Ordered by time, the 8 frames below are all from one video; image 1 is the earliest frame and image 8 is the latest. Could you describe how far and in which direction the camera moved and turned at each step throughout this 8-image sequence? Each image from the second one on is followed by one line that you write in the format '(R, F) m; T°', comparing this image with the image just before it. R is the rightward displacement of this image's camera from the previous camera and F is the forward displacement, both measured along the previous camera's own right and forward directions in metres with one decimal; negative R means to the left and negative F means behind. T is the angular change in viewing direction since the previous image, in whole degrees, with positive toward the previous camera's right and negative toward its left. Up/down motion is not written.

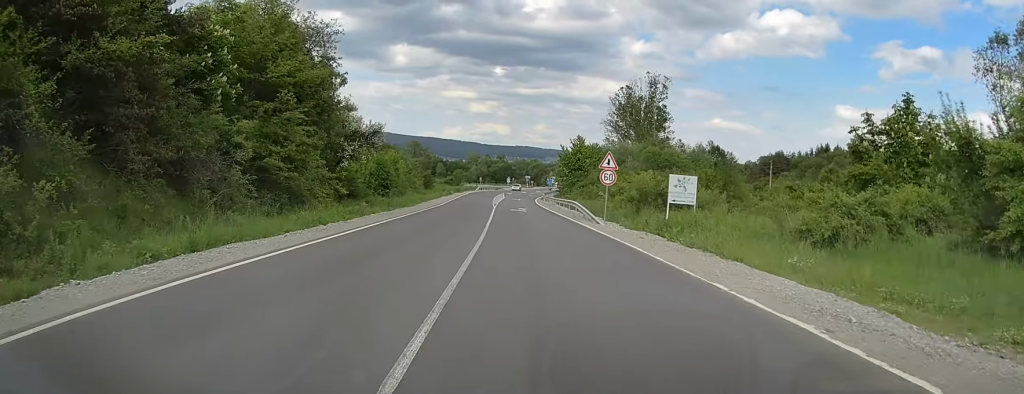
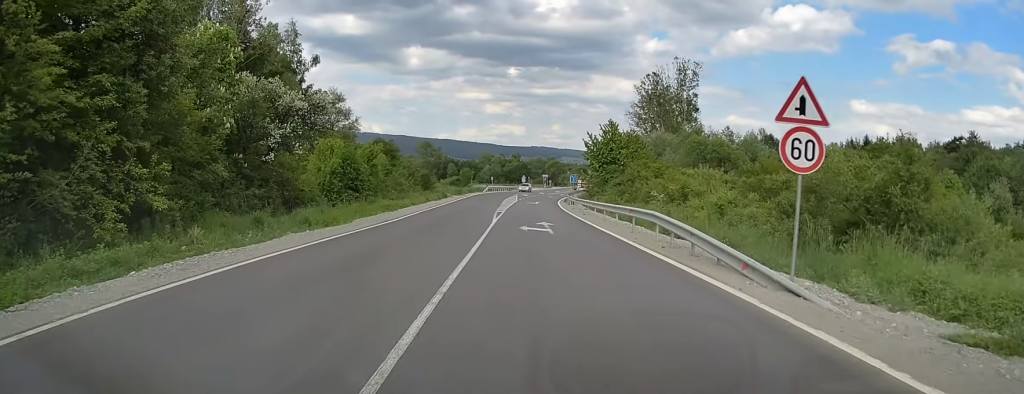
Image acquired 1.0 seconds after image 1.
(-0.8, +20.4) m; -2°
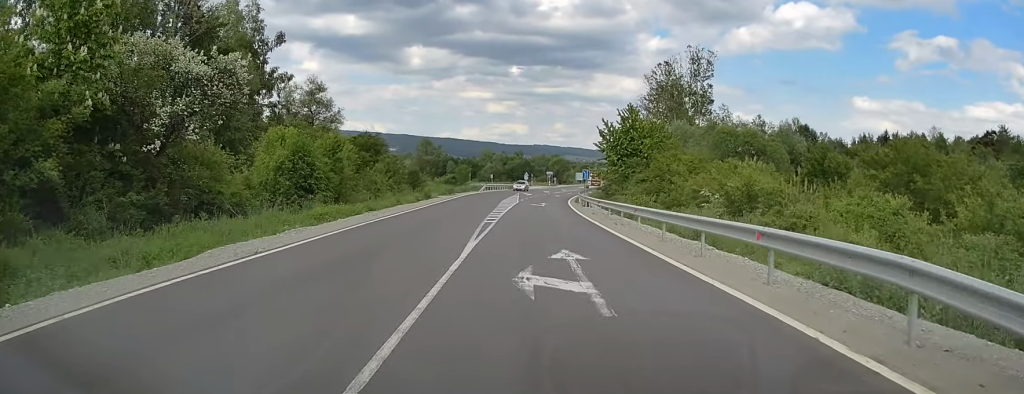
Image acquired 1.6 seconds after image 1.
(-0.2, +12.8) m; 0°
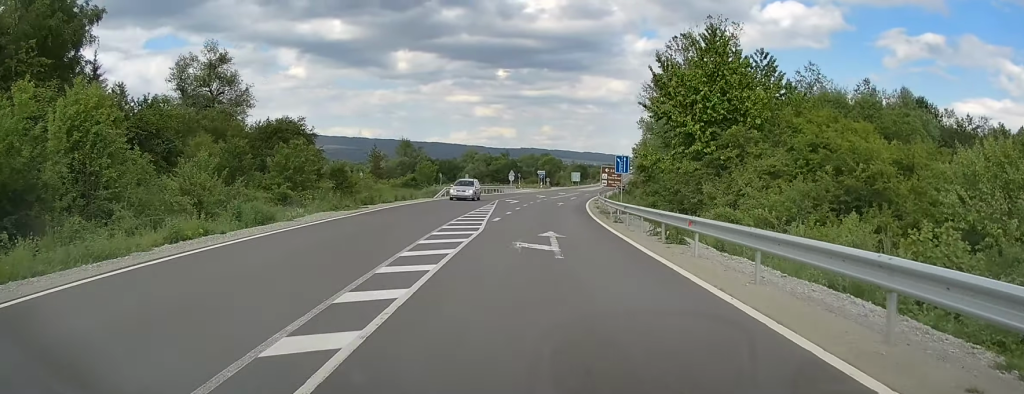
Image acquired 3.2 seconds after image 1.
(+0.6, +31.7) m; +1°
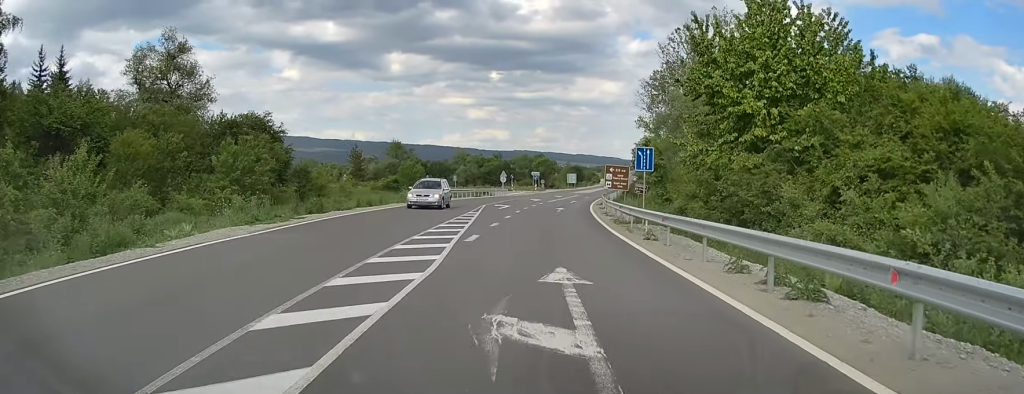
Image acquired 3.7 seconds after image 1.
(0.0, +8.5) m; 0°
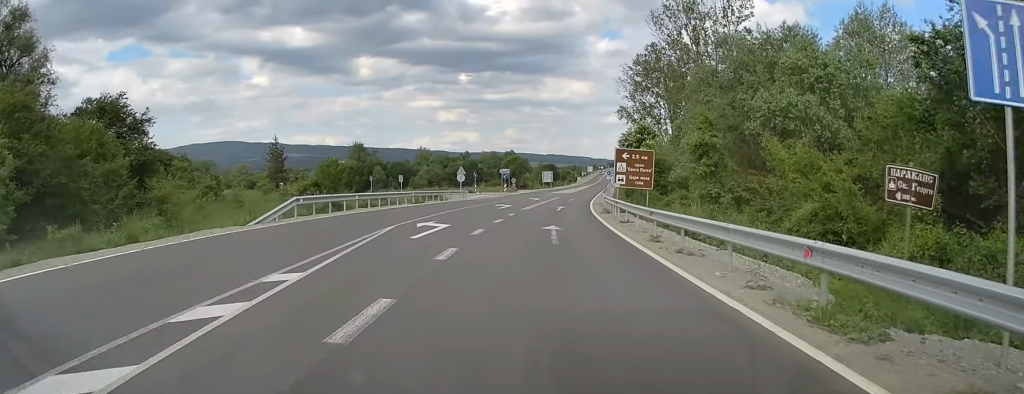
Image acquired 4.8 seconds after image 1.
(+0.3, +22.1) m; +3°
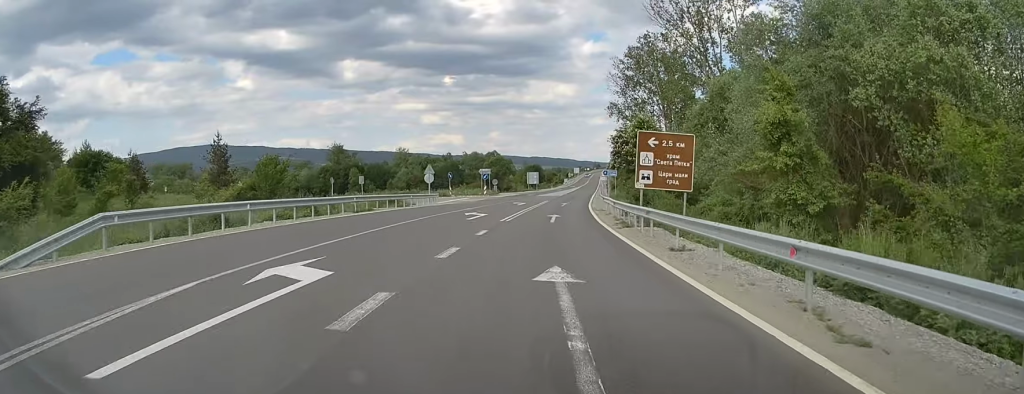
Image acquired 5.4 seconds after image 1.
(+0.5, +11.6) m; +2°
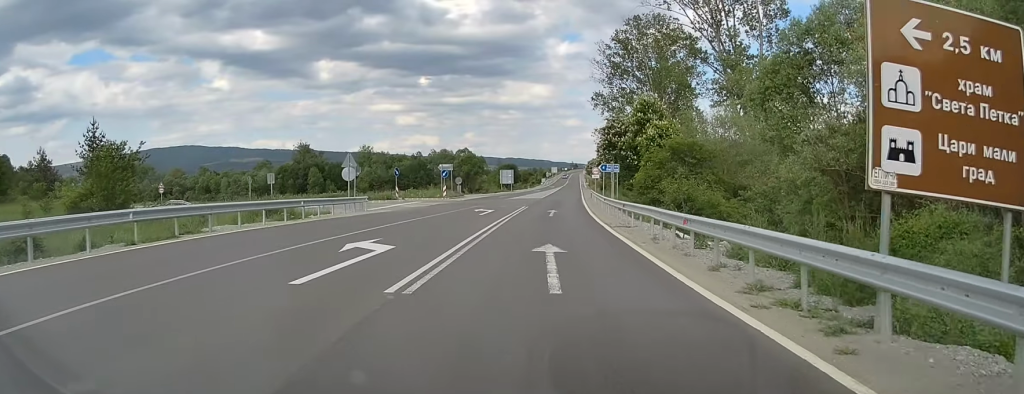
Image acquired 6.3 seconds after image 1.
(+0.2, +18.0) m; +1°
